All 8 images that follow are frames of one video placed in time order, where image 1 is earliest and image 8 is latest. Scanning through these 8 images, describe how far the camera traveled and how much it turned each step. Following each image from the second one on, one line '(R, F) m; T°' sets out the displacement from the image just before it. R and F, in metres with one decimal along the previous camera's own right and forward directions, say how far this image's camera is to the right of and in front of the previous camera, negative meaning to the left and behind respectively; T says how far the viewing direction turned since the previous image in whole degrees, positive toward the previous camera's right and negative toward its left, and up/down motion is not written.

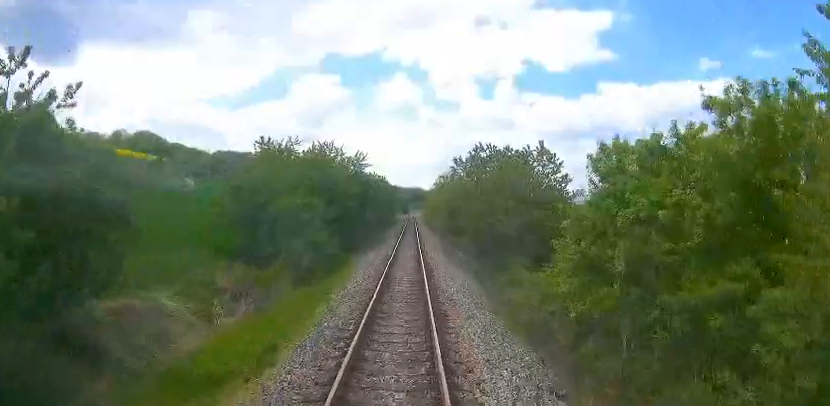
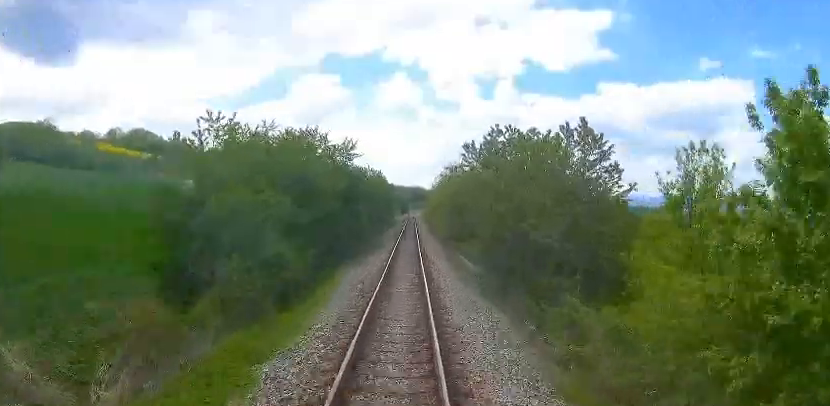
(0.0, +7.7) m; 0°
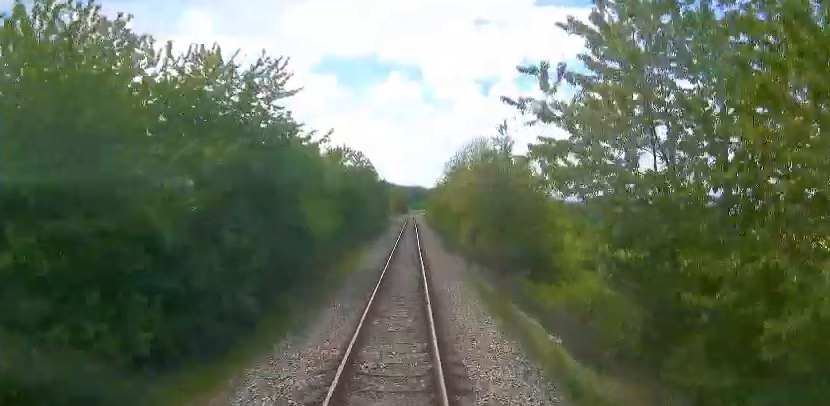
(0.0, +20.4) m; 0°
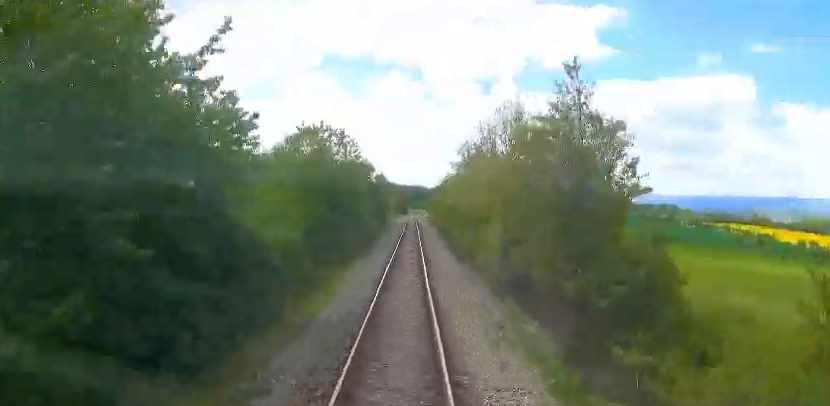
(0.0, +10.0) m; 0°
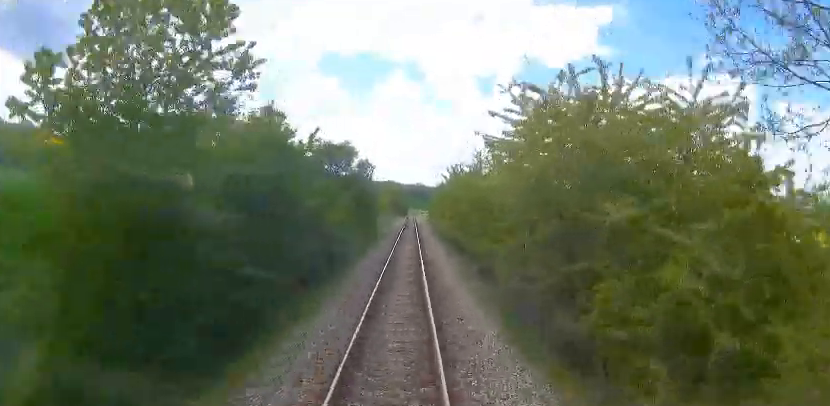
(+0.1, +18.5) m; +1°
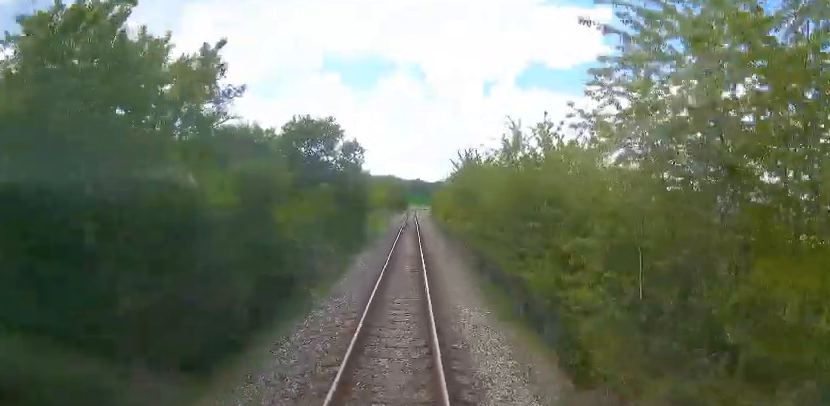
(+0.1, +10.3) m; 0°
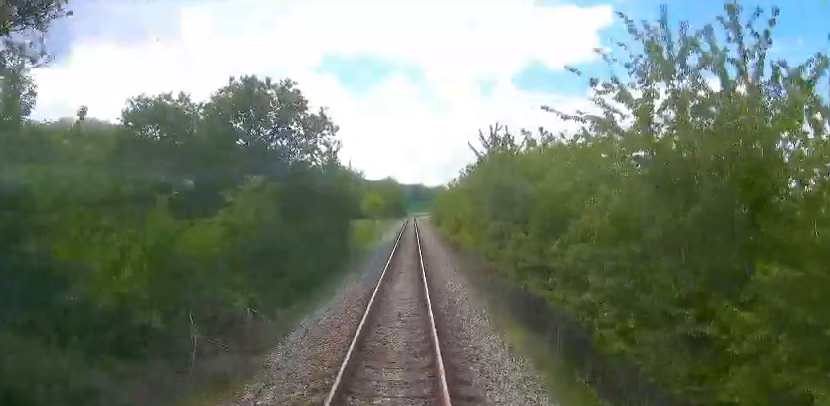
(0.0, +12.0) m; -1°
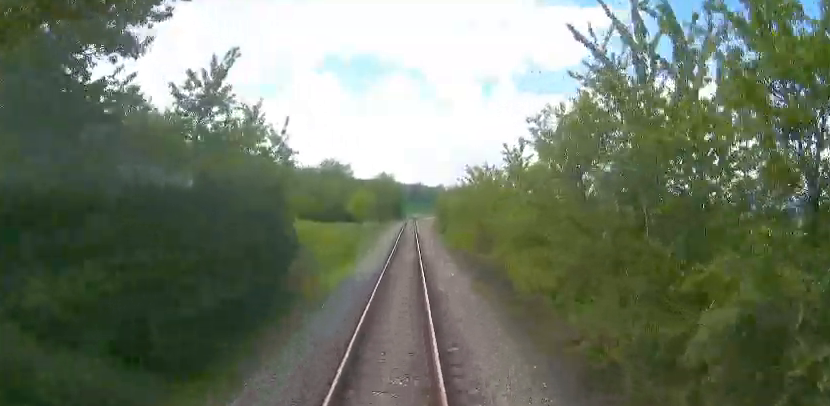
(-0.4, +15.8) m; -2°
